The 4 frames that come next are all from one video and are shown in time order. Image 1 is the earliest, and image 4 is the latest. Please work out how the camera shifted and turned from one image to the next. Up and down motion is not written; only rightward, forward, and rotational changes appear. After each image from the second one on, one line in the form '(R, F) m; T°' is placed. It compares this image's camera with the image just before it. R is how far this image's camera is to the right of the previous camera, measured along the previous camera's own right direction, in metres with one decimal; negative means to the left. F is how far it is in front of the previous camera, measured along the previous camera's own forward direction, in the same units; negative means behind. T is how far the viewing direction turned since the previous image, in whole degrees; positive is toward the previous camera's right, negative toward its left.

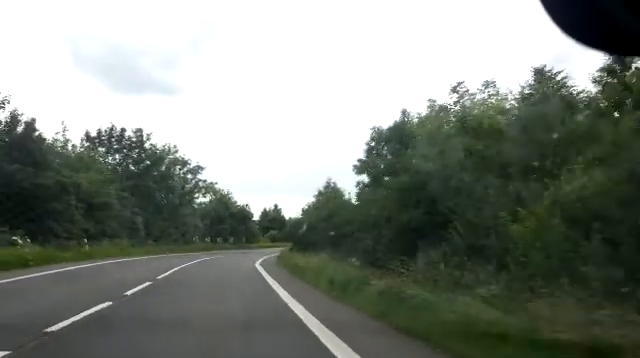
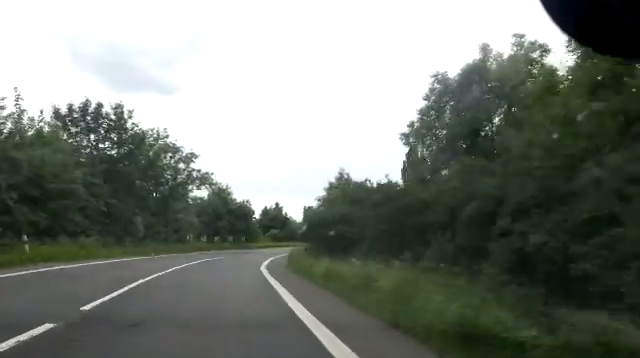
(+0.3, +7.4) m; 0°
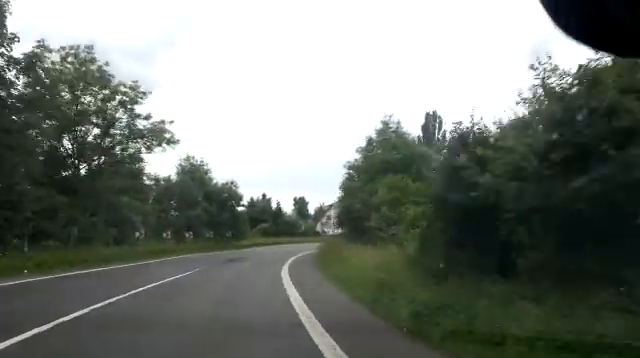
(-0.3, +20.5) m; 0°
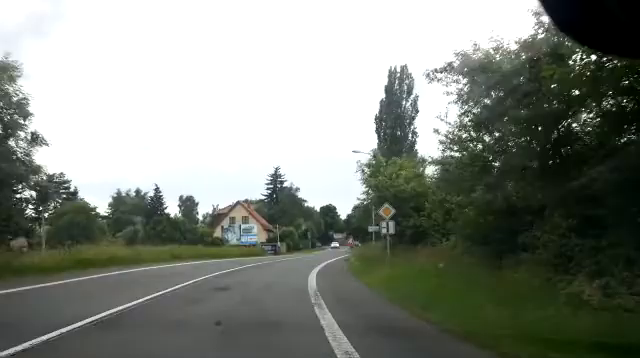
(+0.8, +37.8) m; +5°
